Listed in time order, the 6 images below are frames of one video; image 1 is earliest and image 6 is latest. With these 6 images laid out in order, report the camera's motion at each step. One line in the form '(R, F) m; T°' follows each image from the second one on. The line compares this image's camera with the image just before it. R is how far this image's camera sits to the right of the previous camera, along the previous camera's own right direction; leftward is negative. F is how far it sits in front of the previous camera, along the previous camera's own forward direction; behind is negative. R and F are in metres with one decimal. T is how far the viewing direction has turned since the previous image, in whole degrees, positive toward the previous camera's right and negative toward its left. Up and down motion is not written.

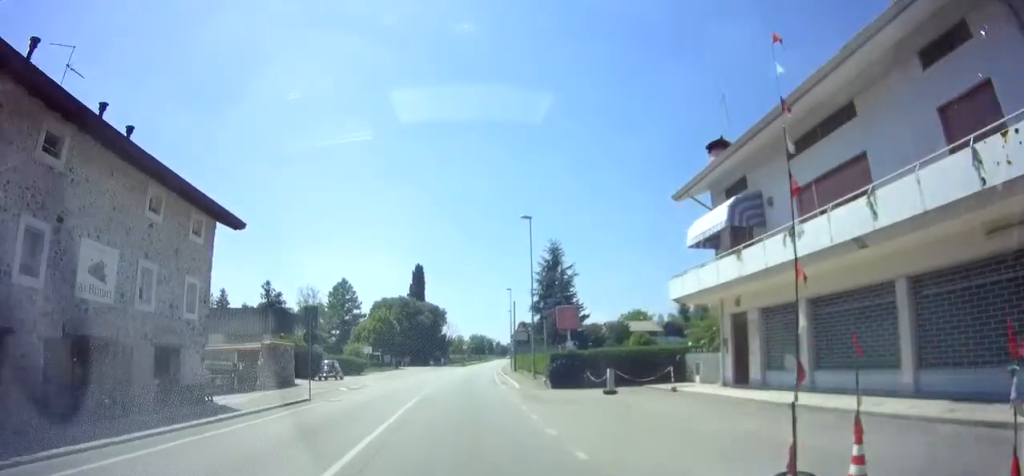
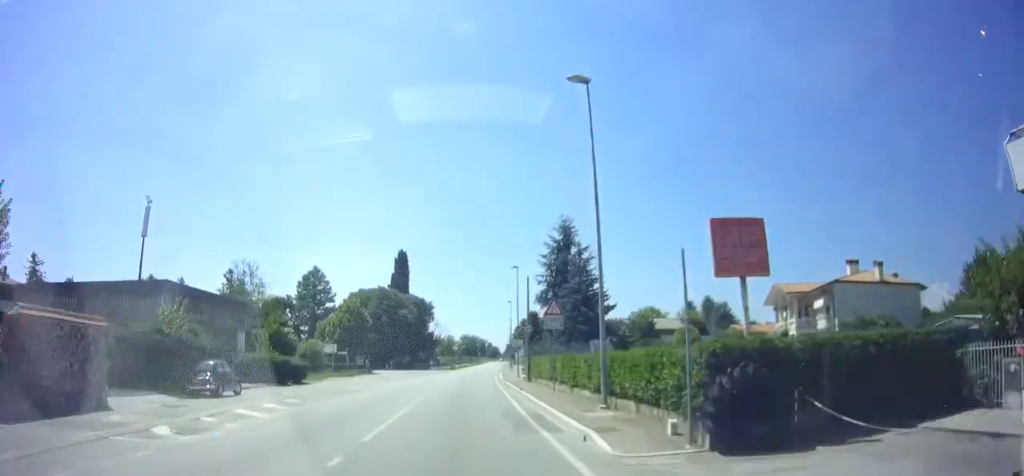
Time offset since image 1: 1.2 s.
(+0.1, +16.5) m; 0°
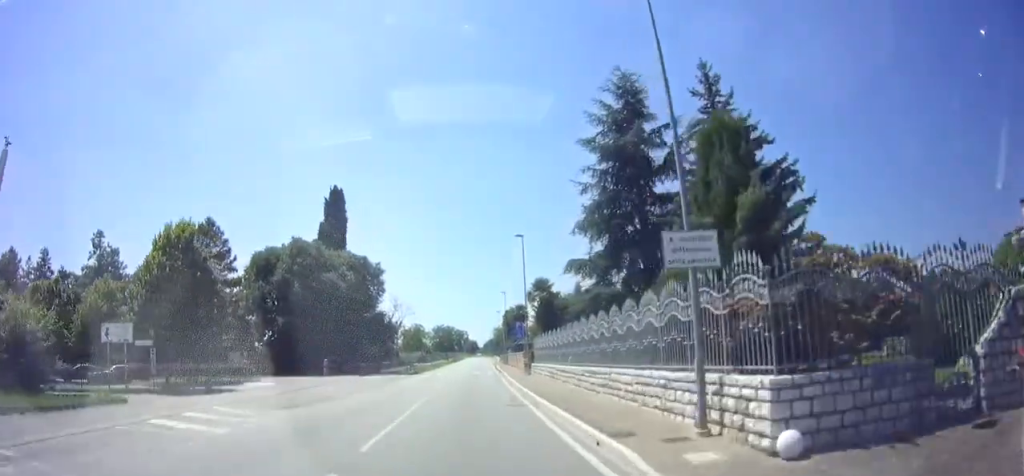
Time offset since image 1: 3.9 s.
(+0.3, +35.4) m; +2°
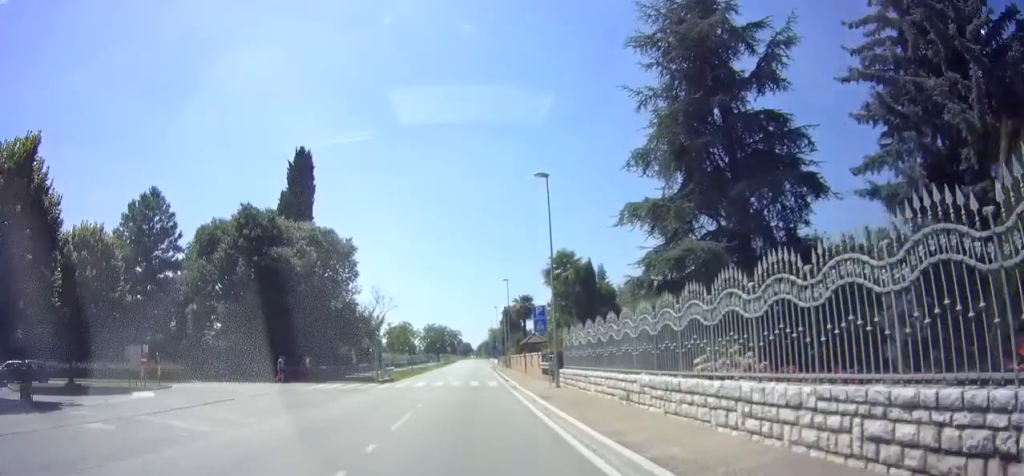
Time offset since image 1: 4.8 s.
(0.0, +12.7) m; +1°
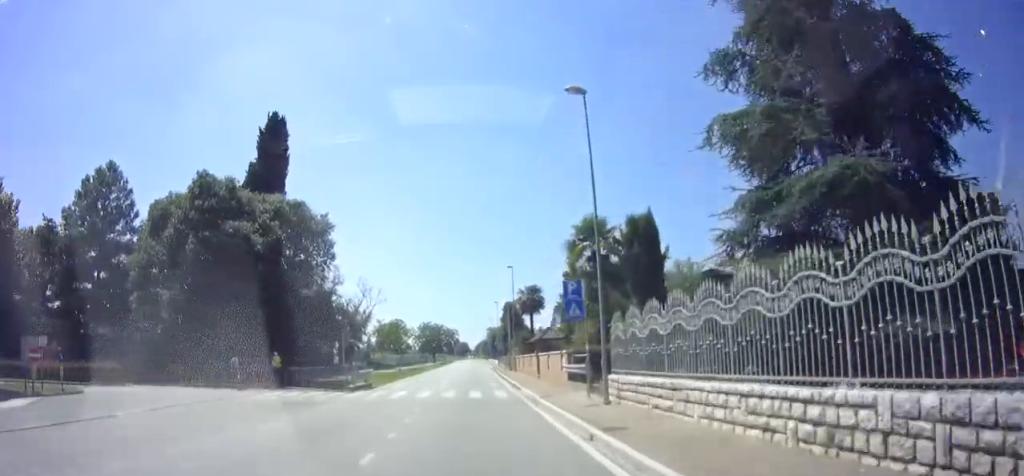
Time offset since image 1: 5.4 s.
(0.0, +7.7) m; +1°
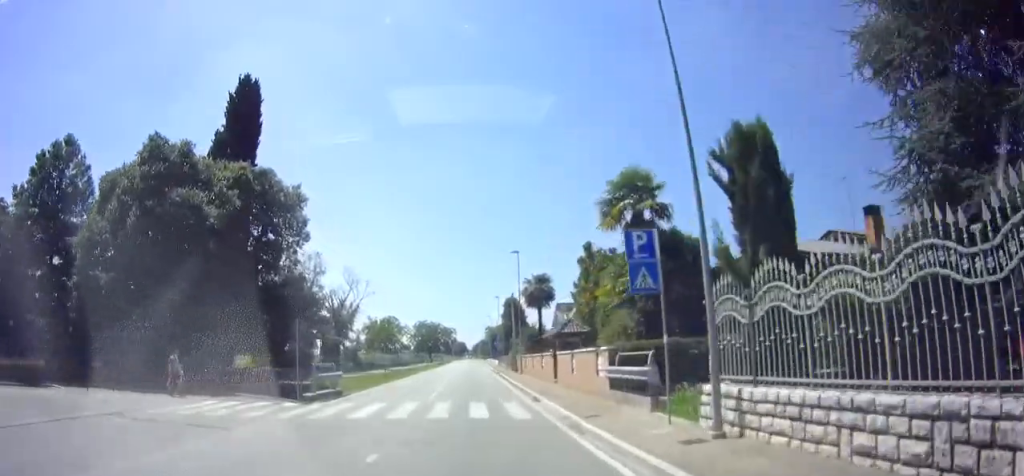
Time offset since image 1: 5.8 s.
(+0.1, +6.4) m; 0°
